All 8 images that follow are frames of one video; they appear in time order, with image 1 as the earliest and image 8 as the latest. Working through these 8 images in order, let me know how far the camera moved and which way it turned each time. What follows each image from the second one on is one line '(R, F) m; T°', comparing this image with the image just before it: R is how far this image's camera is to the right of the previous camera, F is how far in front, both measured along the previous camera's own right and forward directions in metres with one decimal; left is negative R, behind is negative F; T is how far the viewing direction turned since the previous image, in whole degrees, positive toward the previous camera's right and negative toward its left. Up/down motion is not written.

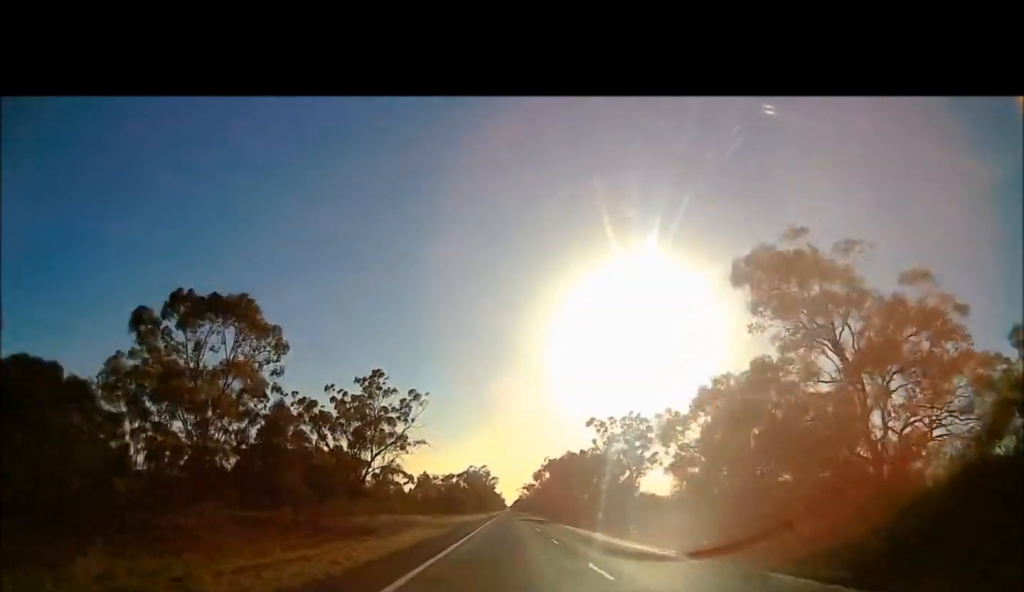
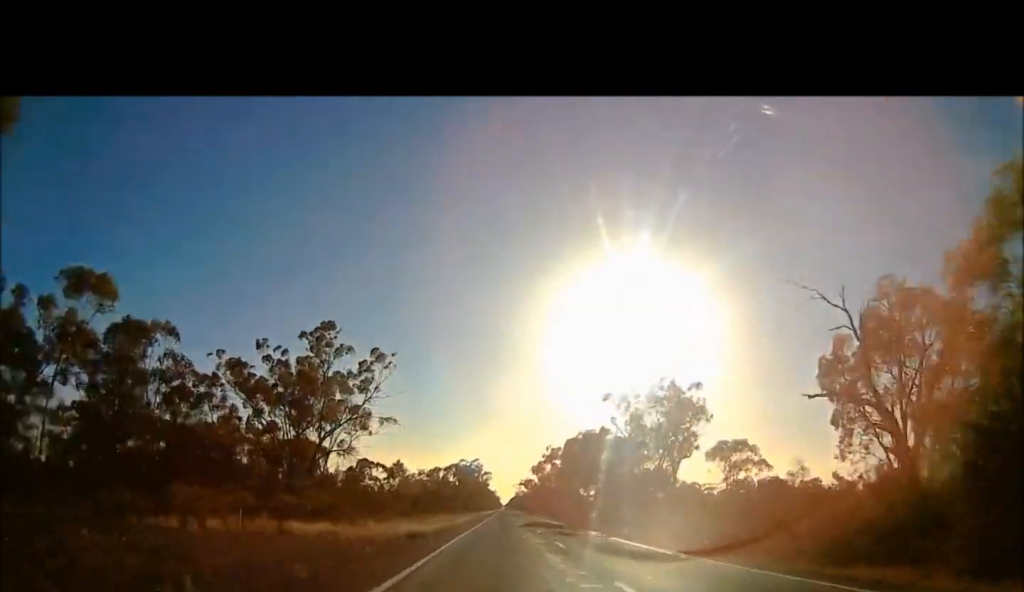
(0.0, +27.6) m; 0°
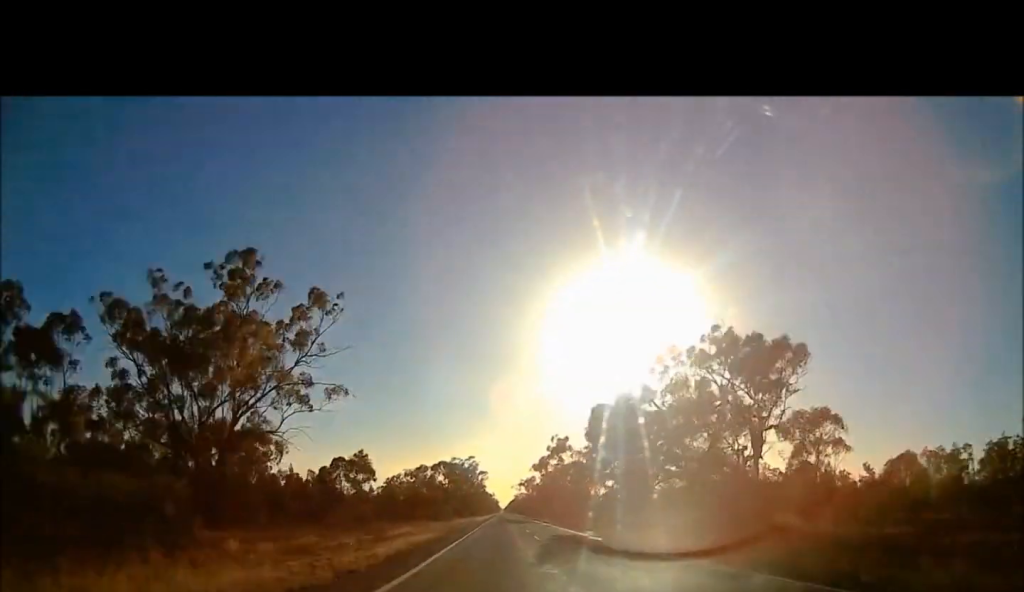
(+0.2, +24.0) m; 0°
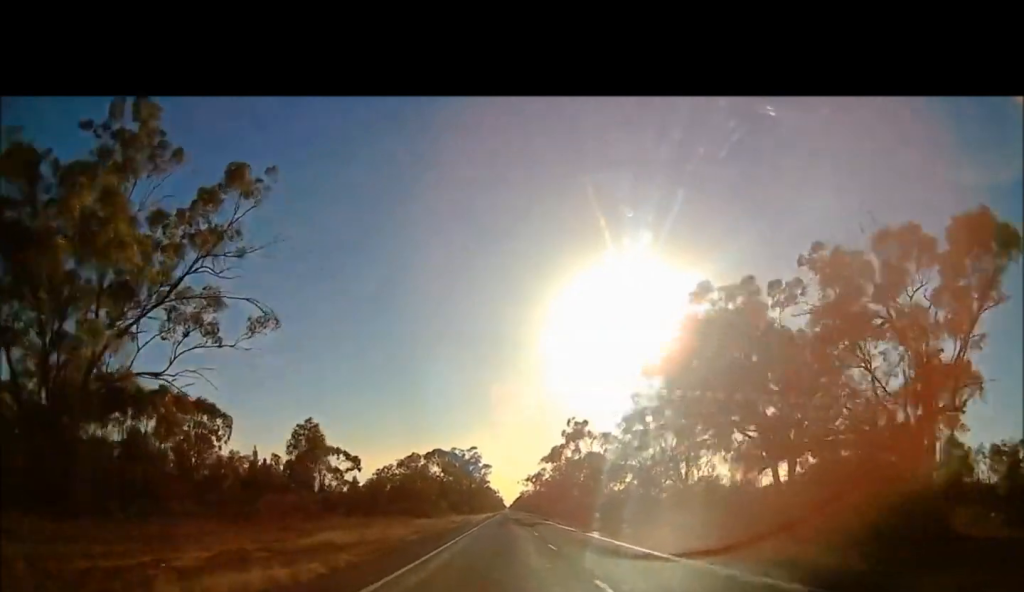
(+0.2, +19.8) m; -1°
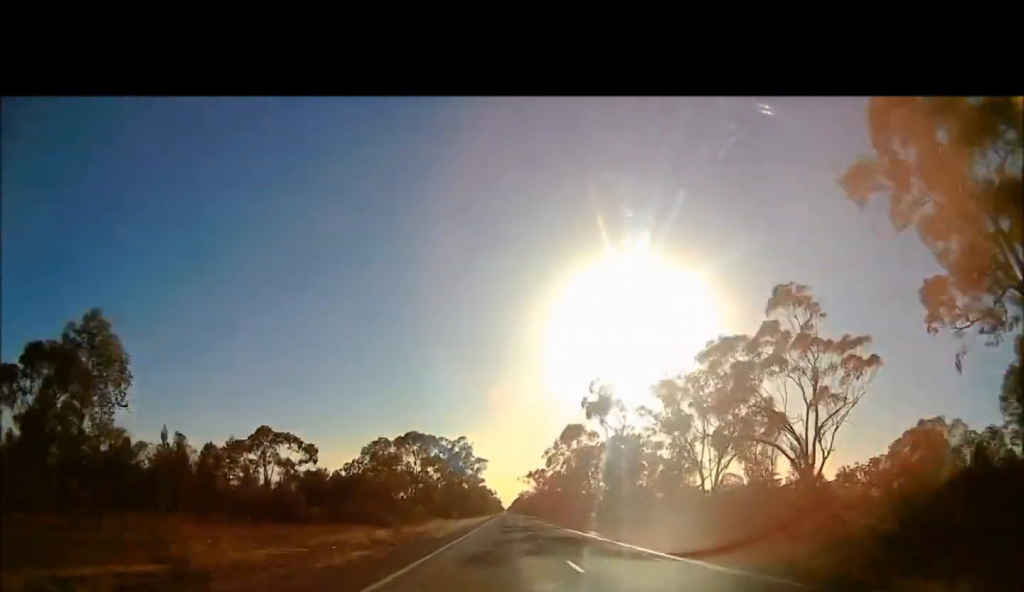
(-1.0, +27.3) m; 0°
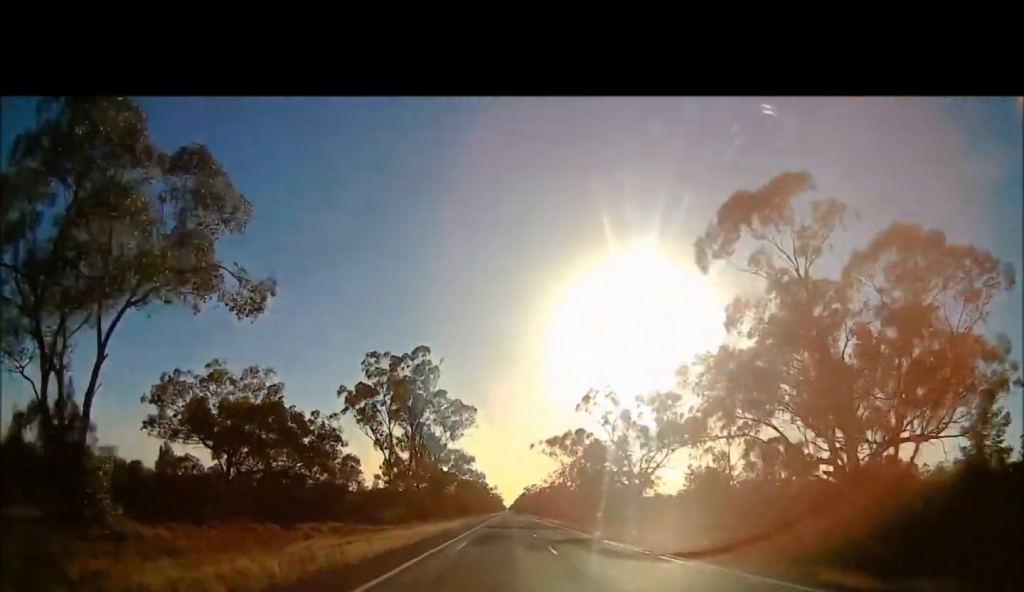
(+2.5, +79.1) m; +2°
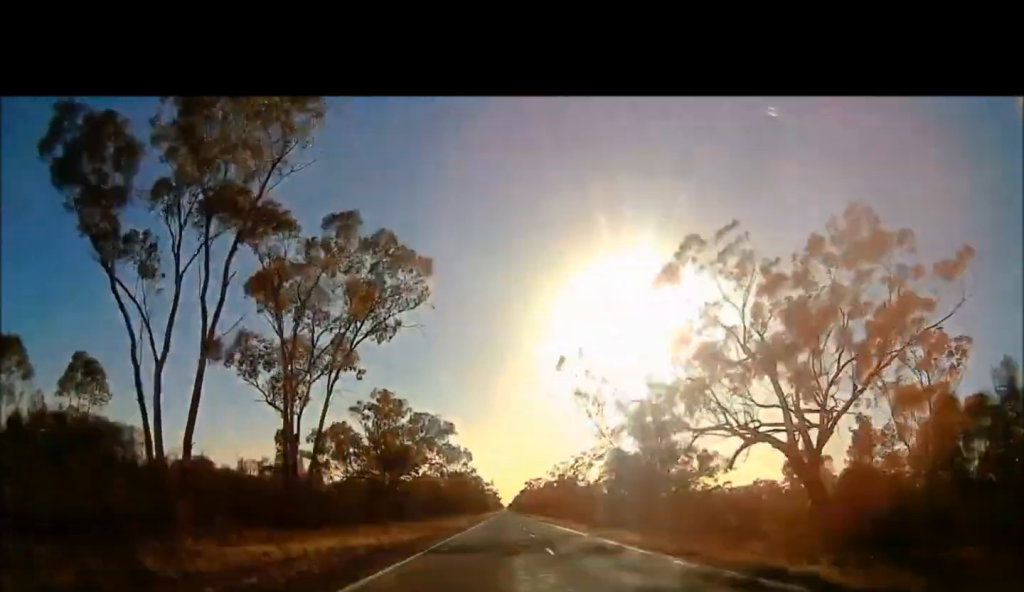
(-0.3, +51.7) m; -1°
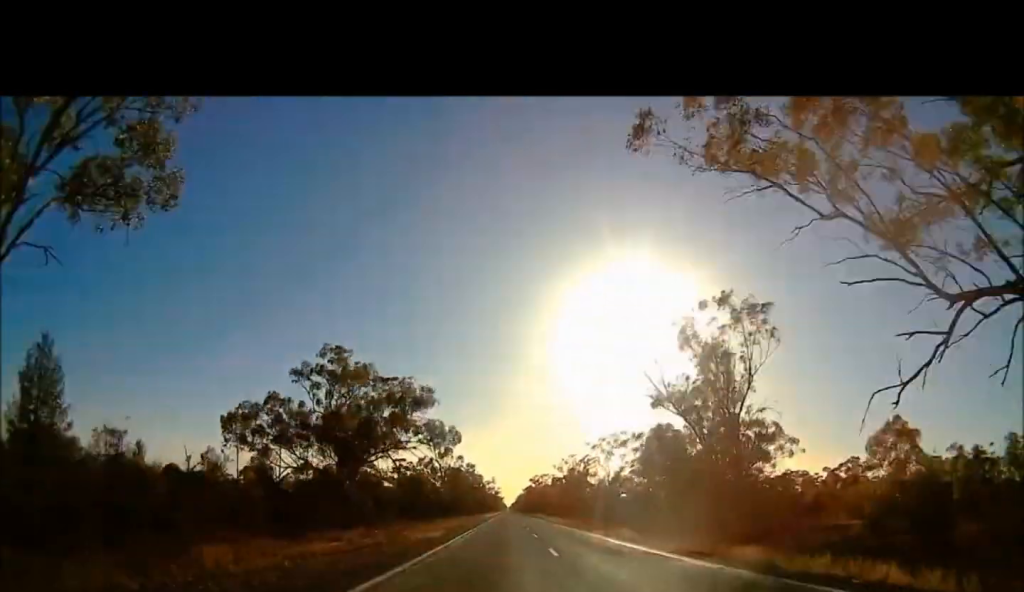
(-0.2, +25.1) m; -1°
